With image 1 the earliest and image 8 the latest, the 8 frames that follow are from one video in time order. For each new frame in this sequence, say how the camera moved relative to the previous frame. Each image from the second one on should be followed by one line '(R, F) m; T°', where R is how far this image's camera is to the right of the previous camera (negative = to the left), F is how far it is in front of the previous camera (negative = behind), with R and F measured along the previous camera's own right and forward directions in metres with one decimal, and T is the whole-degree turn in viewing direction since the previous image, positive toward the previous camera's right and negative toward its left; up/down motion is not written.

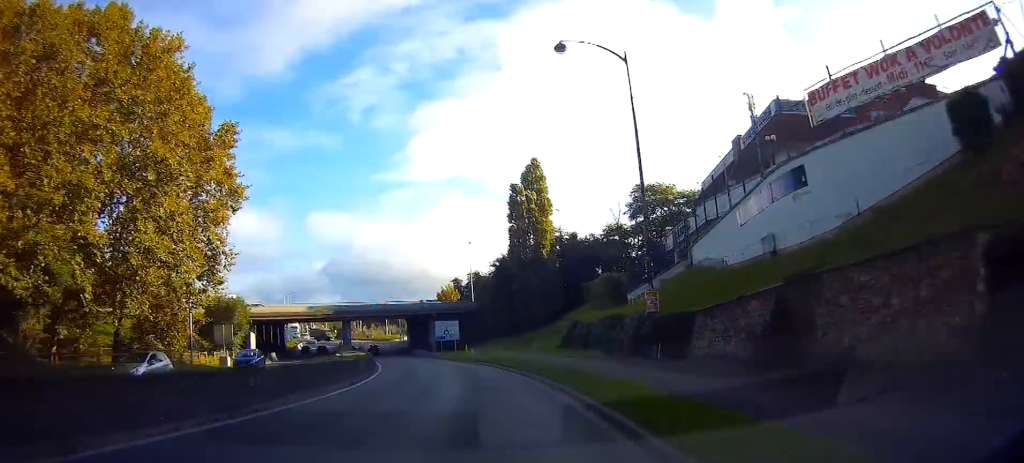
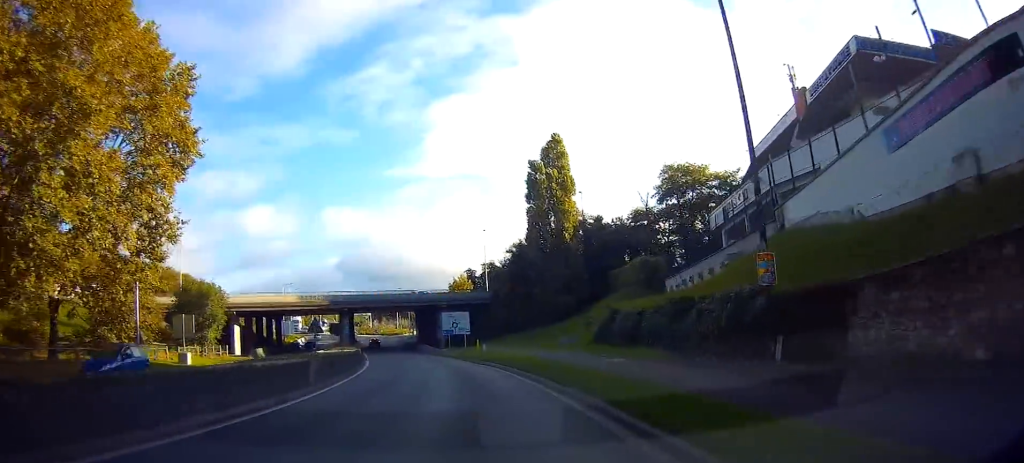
(-0.2, +8.7) m; -1°
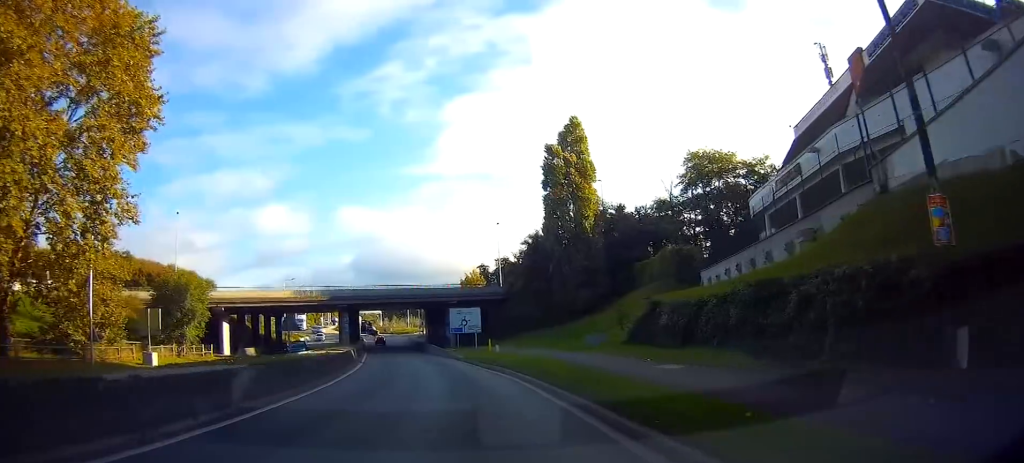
(0.0, +5.9) m; -1°
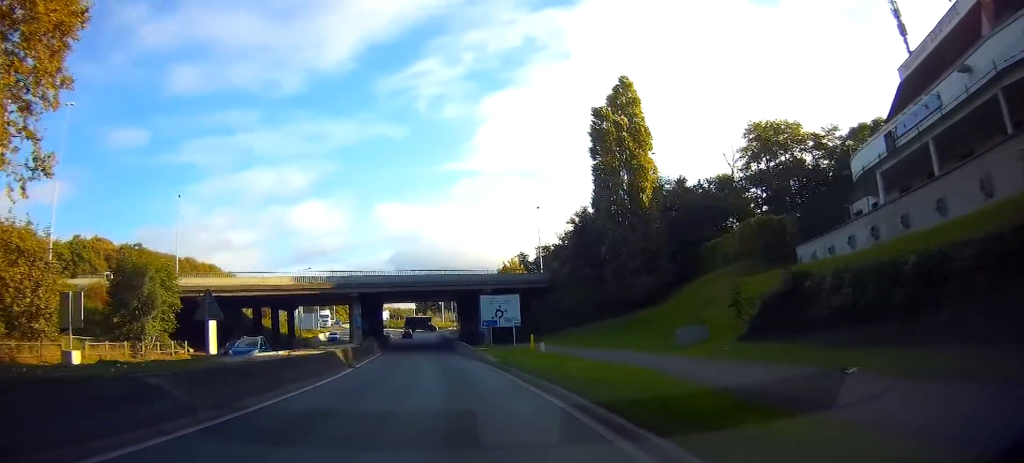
(-0.1, +10.6) m; -3°
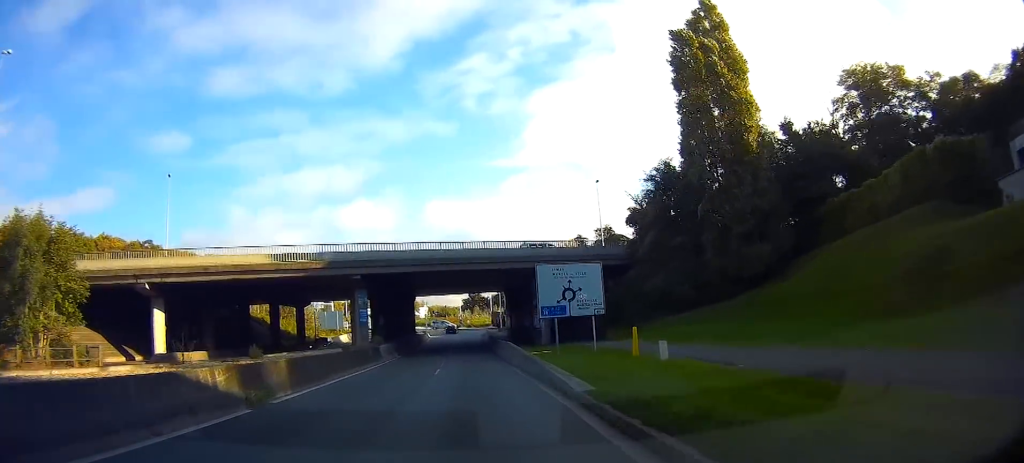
(-1.0, +15.4) m; -5°
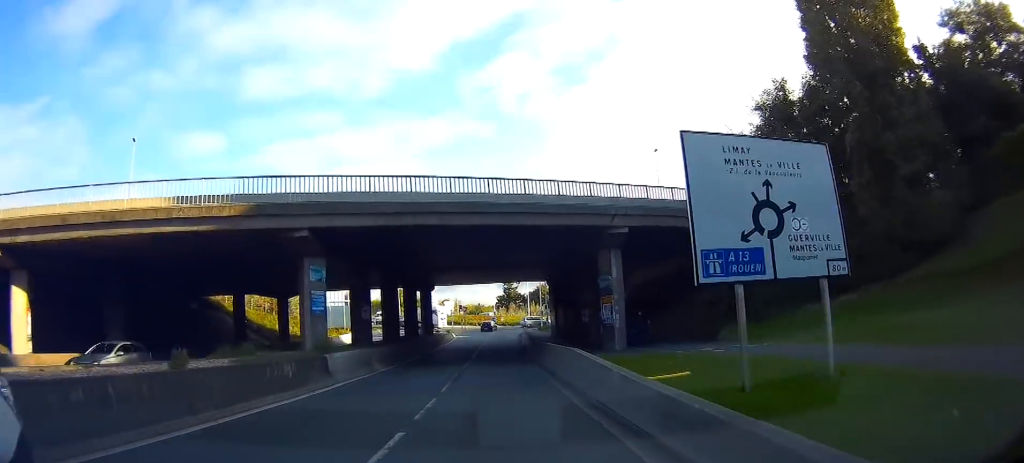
(-0.5, +15.8) m; -2°
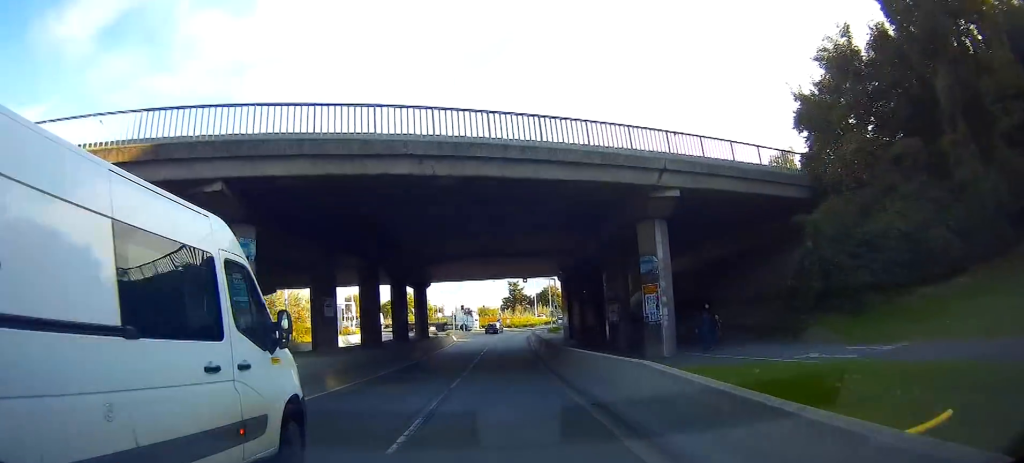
(0.0, +7.2) m; -1°
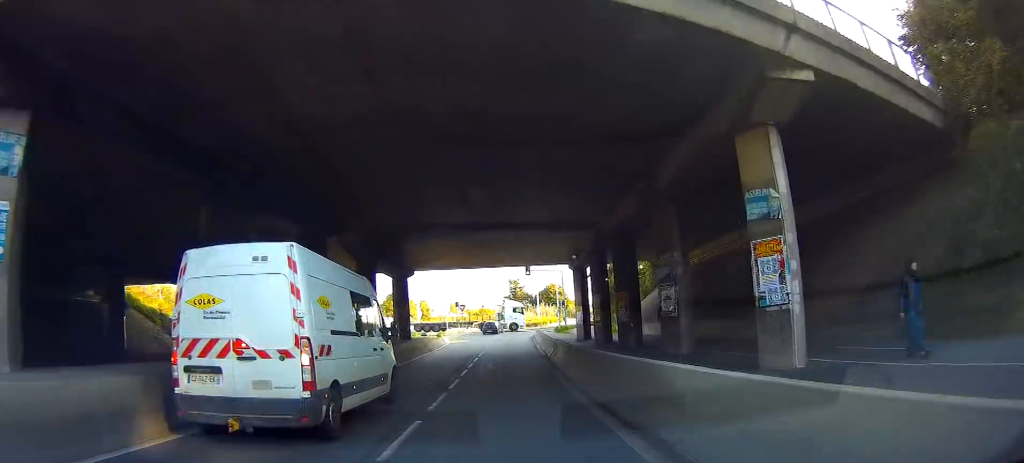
(-0.2, +9.2) m; -2°
